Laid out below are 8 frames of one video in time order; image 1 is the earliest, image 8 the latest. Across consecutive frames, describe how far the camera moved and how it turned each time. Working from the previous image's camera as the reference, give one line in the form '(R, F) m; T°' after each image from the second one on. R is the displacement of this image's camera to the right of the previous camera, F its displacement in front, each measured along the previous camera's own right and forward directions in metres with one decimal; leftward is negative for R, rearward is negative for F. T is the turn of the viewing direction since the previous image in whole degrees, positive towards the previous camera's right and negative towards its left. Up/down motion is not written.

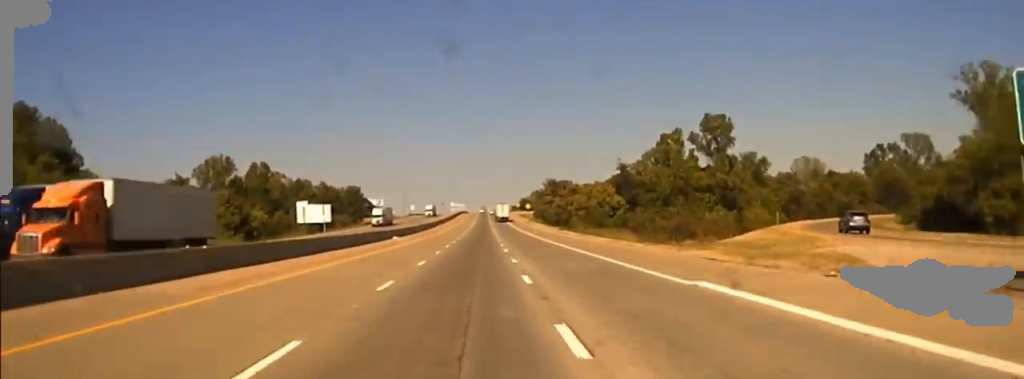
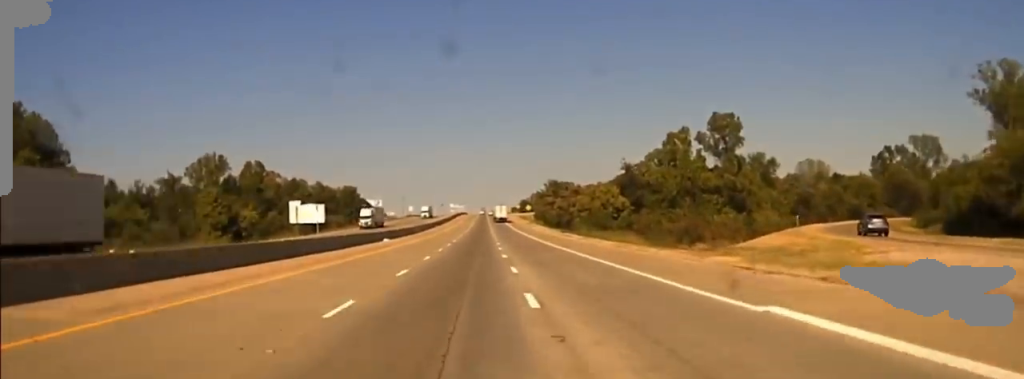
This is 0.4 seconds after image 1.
(-0.1, +6.2) m; 0°
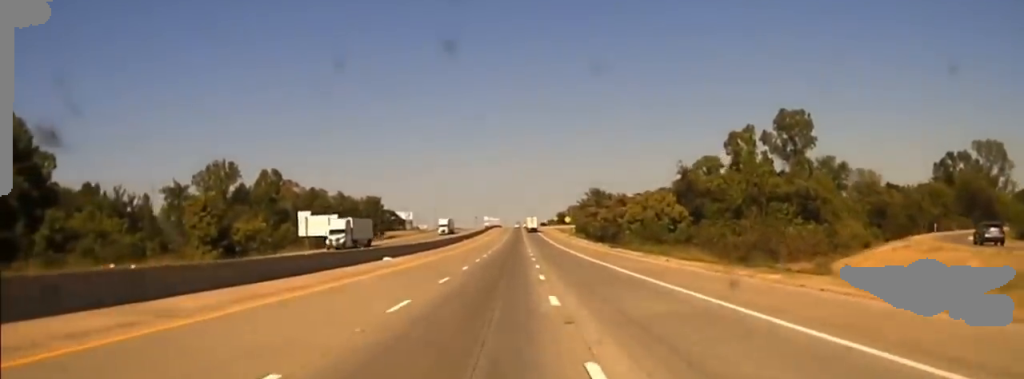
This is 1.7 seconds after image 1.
(0.0, +20.8) m; 0°
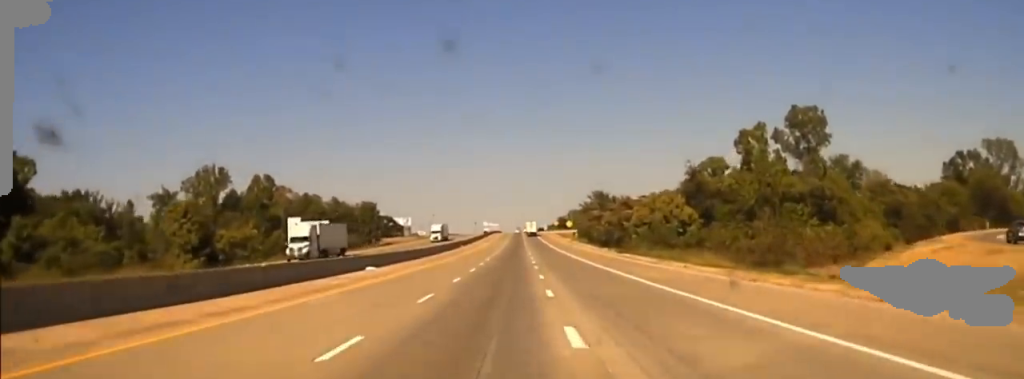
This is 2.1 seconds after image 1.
(-0.1, +6.9) m; 0°
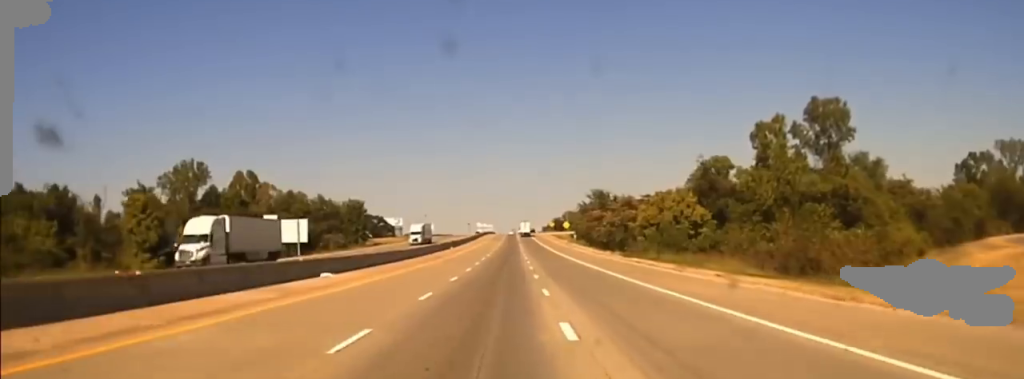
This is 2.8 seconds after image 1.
(-0.1, +10.5) m; +1°
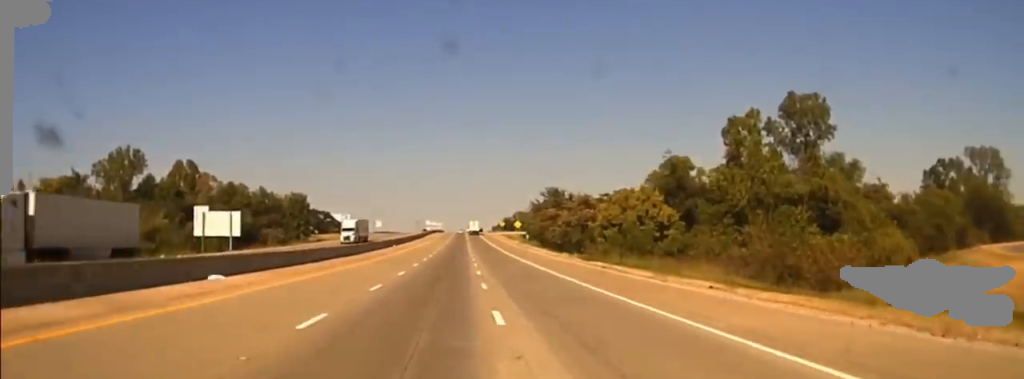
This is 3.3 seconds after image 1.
(+0.1, +10.0) m; +2°
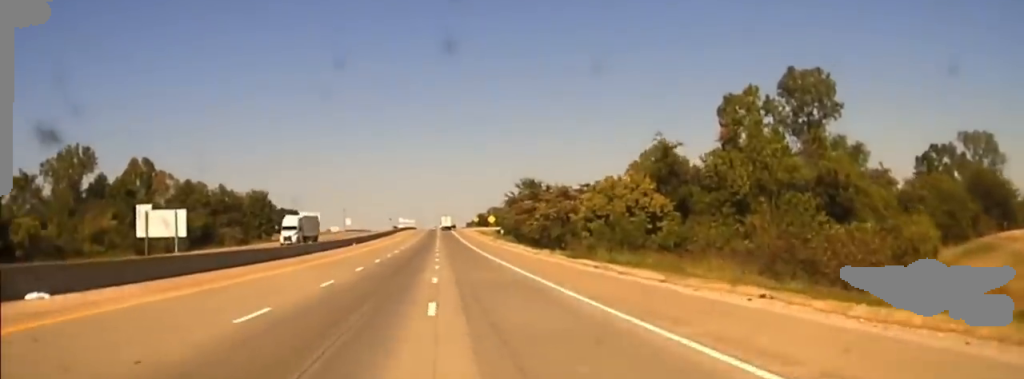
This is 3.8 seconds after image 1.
(+0.1, +10.3) m; +1°
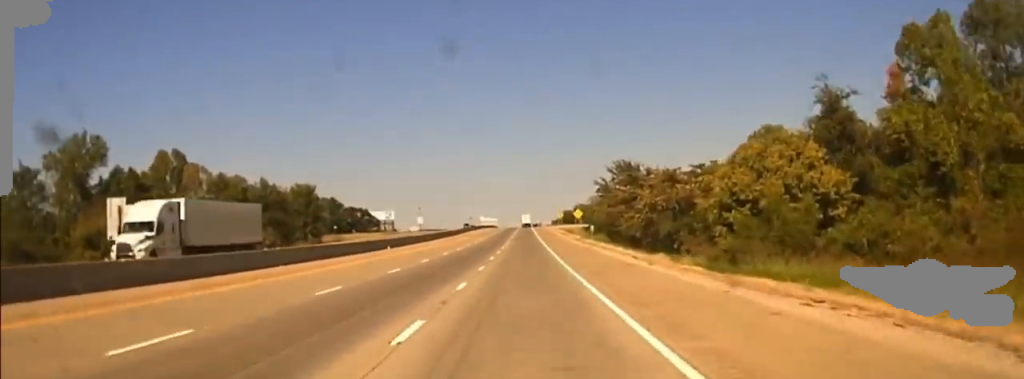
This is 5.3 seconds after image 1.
(-0.1, +28.4) m; -3°
